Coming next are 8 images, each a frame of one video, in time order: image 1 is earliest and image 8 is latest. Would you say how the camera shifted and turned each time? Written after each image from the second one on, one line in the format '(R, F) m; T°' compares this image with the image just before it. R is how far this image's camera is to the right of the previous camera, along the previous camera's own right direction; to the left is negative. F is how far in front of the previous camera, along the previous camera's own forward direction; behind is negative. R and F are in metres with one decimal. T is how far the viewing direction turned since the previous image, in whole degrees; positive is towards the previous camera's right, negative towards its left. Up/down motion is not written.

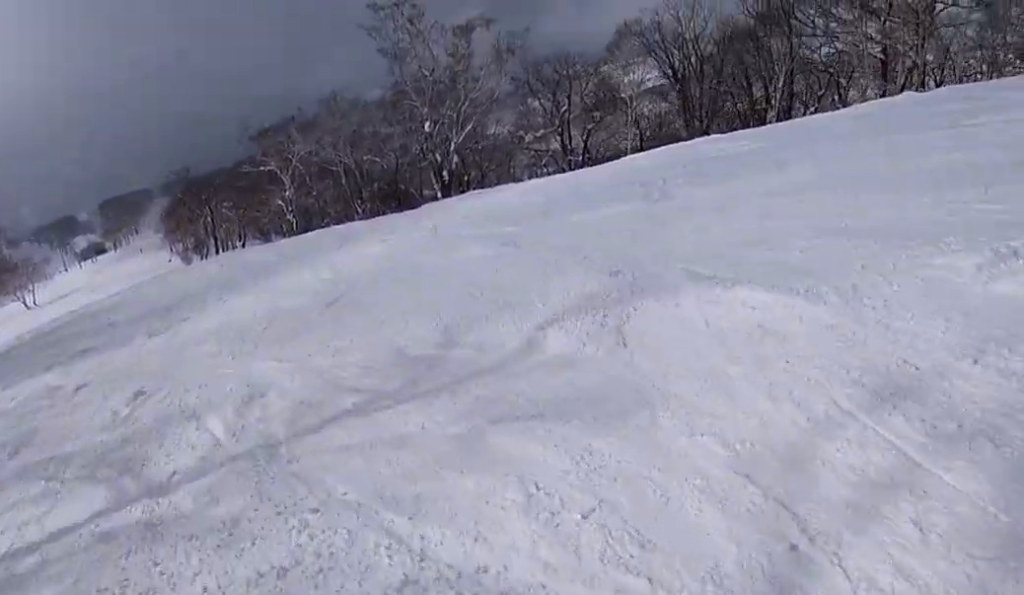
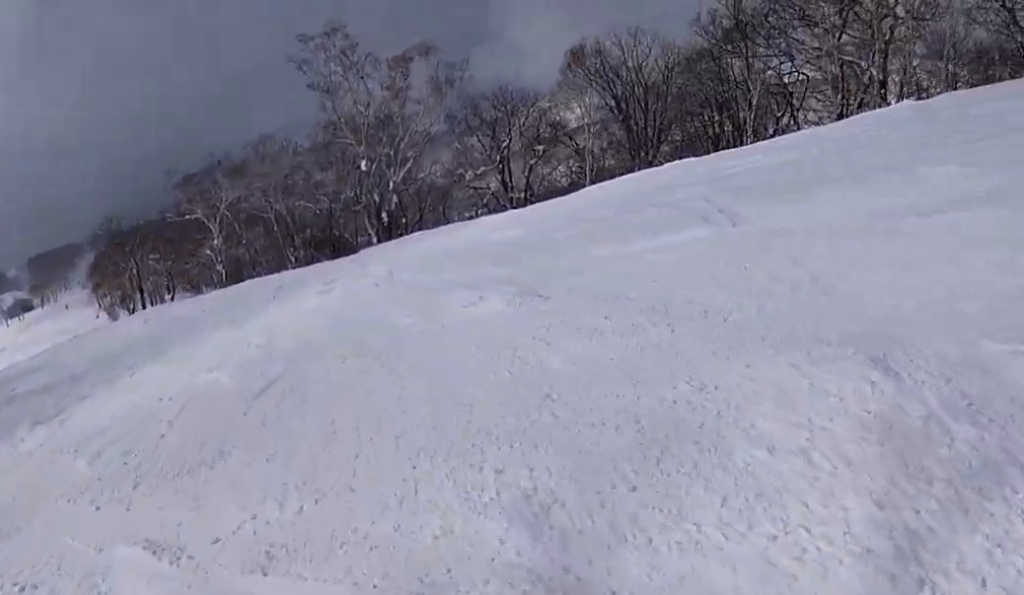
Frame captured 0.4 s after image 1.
(+0.1, +3.7) m; +5°
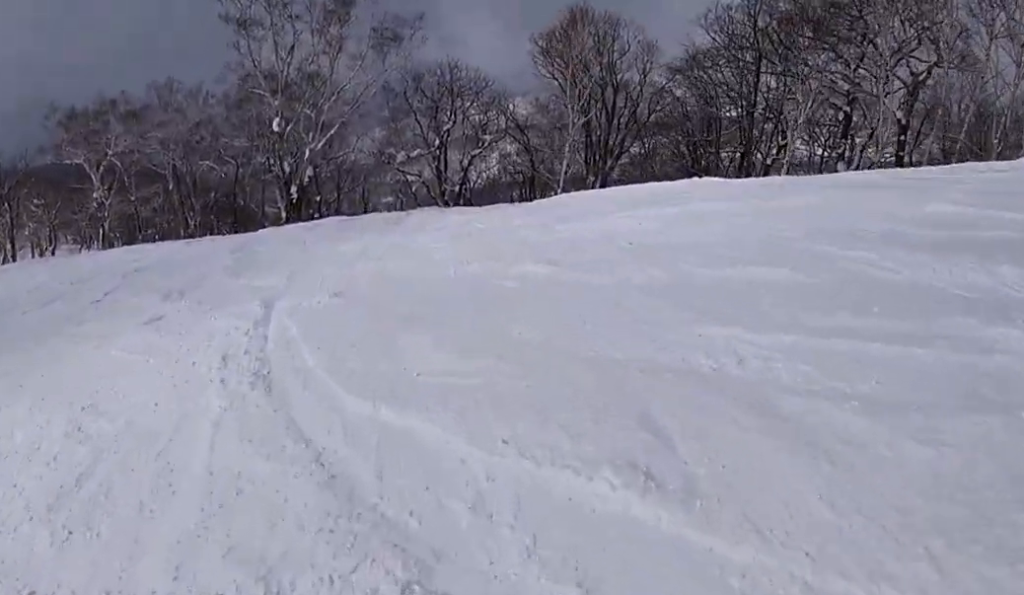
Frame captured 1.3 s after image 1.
(+0.7, +7.7) m; +7°
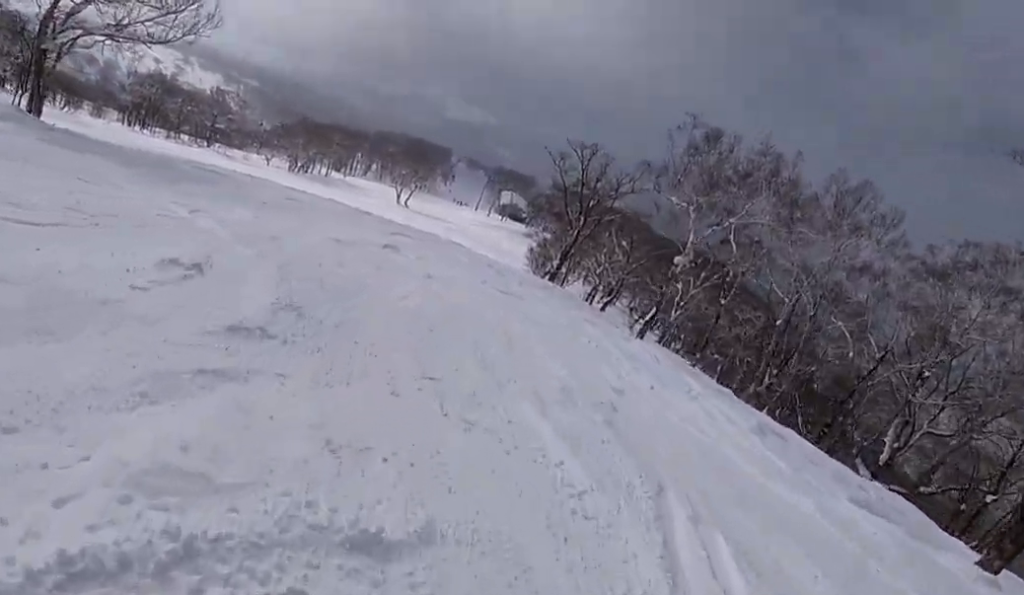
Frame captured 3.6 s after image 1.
(-7.5, +17.1) m; -60°
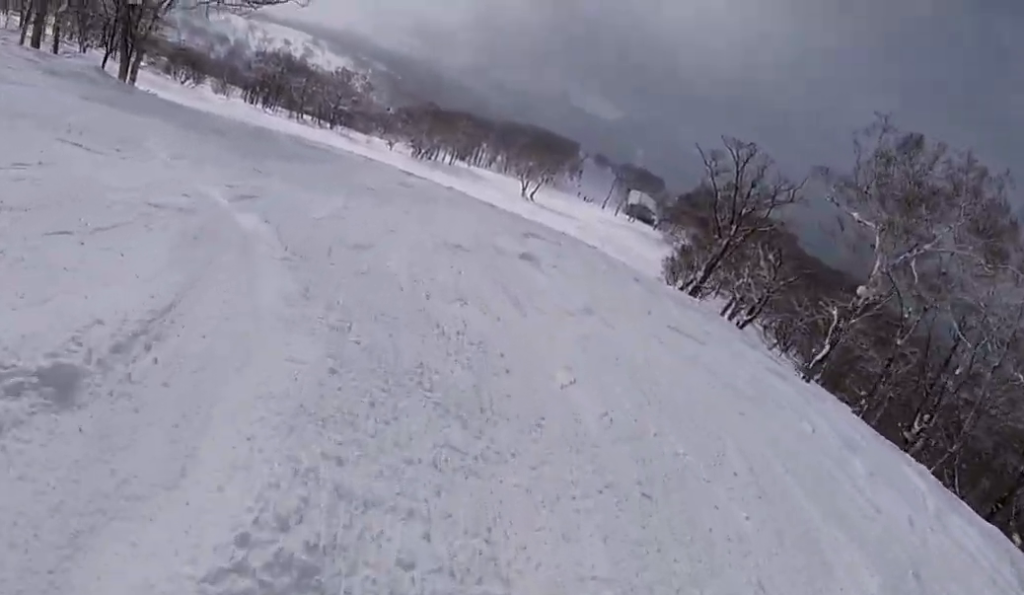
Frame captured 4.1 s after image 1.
(-0.4, +4.5) m; -7°
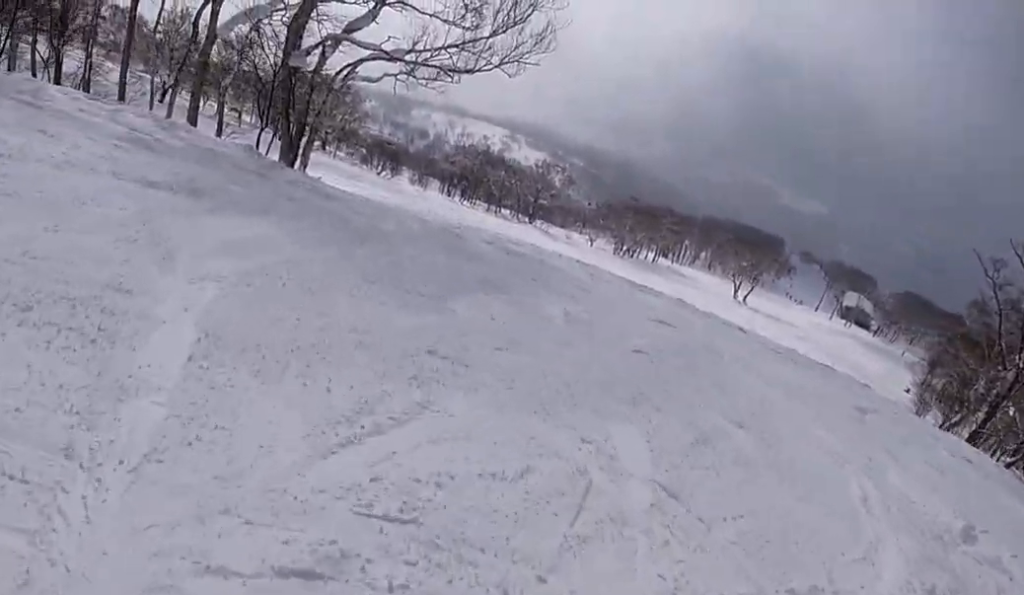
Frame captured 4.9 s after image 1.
(-0.7, +7.6) m; -3°
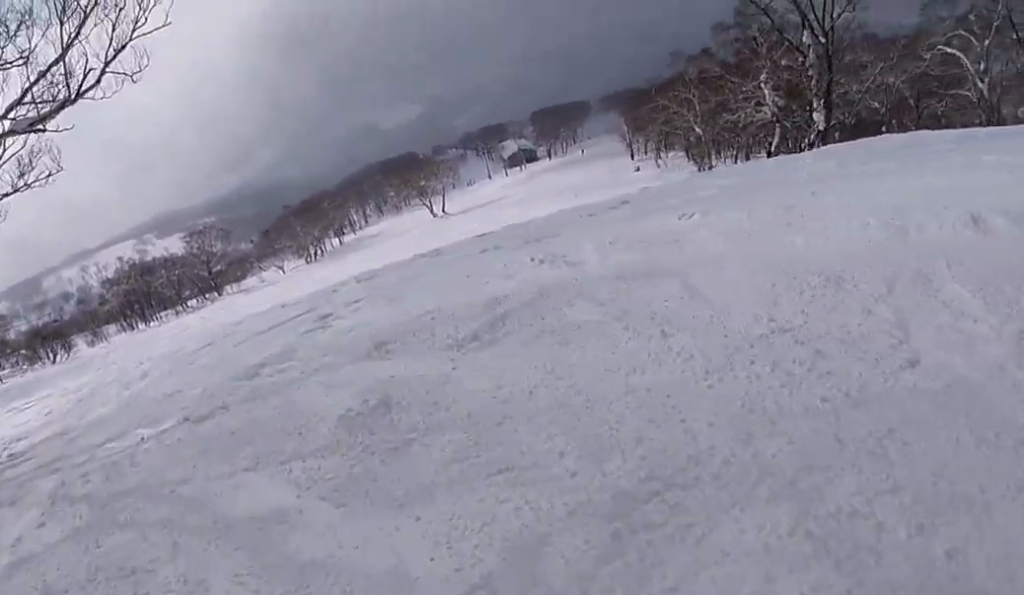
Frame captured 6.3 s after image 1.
(+1.3, +12.7) m; +28°
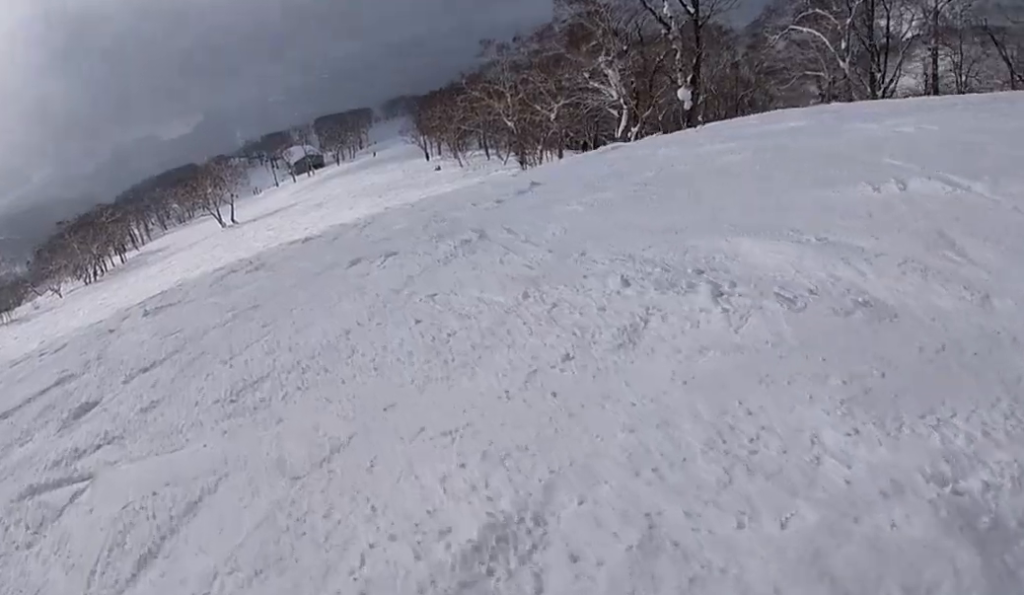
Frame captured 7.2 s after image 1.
(+1.8, +6.8) m; +17°
